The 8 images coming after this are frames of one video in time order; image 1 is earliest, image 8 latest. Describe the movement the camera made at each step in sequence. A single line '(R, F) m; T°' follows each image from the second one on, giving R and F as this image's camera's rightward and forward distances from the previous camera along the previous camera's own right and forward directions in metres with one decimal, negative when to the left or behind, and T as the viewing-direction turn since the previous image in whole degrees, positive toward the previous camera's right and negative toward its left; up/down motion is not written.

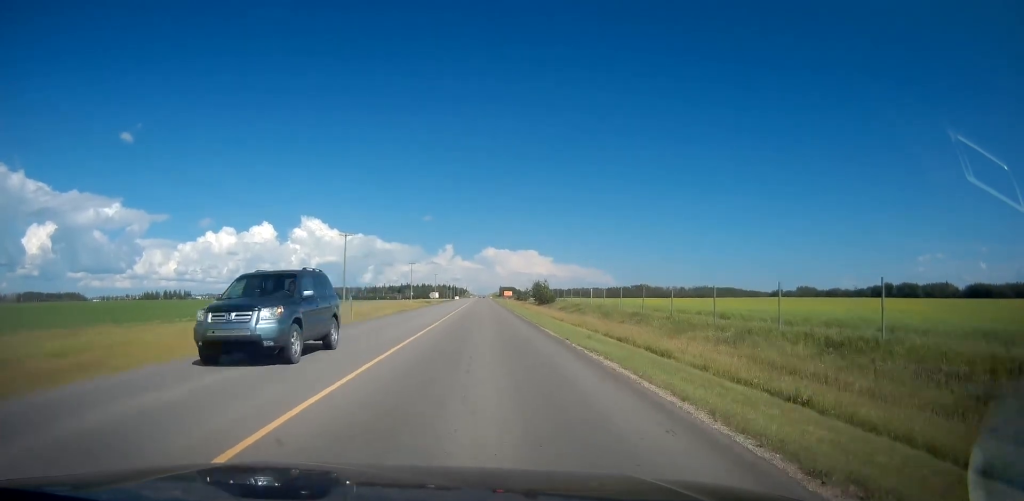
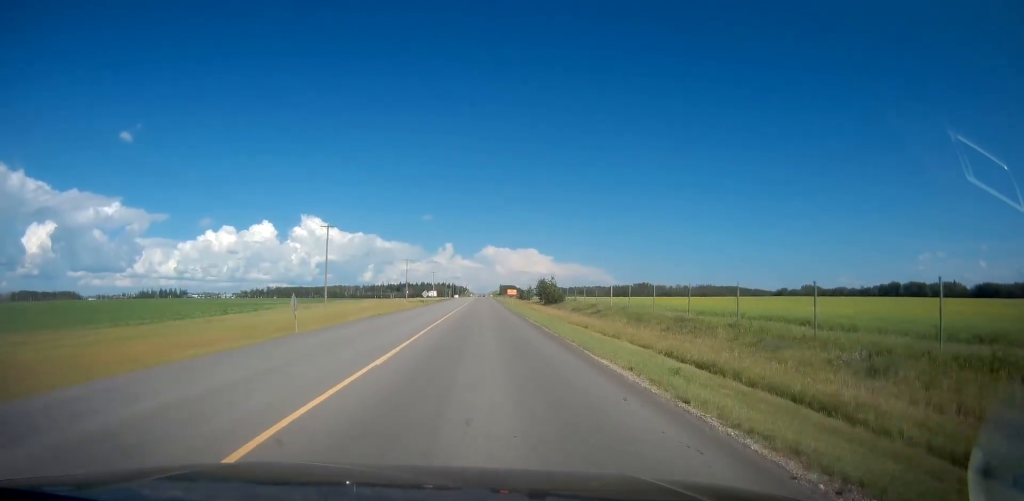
(0.0, +10.7) m; 0°
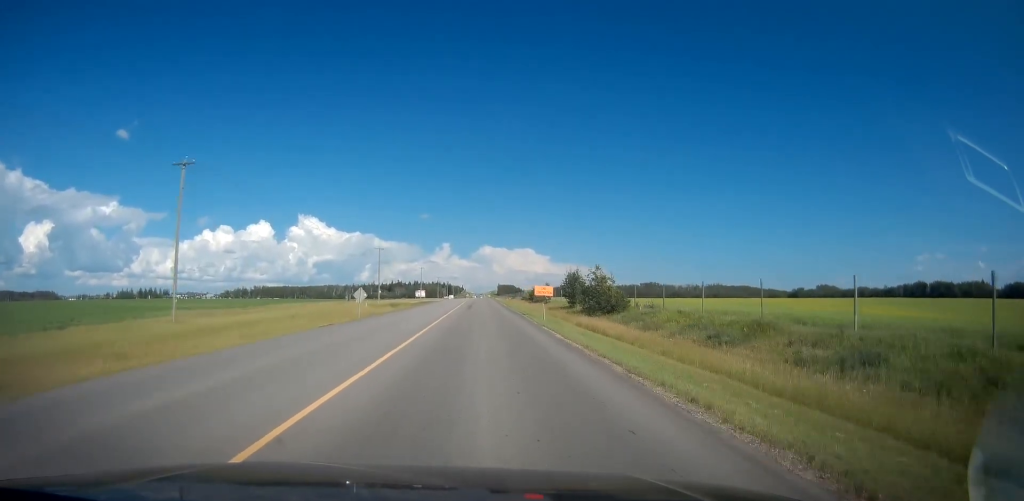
(0.0, +41.6) m; 0°
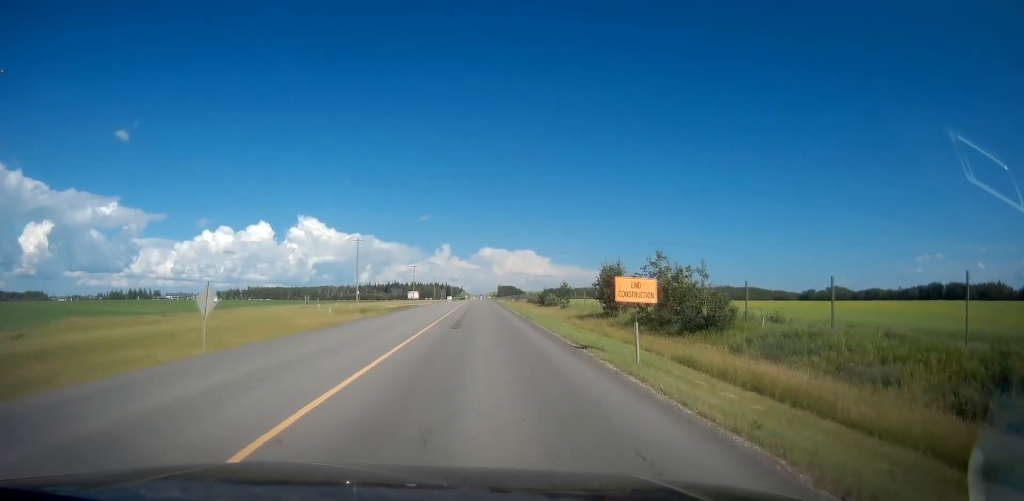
(0.0, +21.6) m; 0°
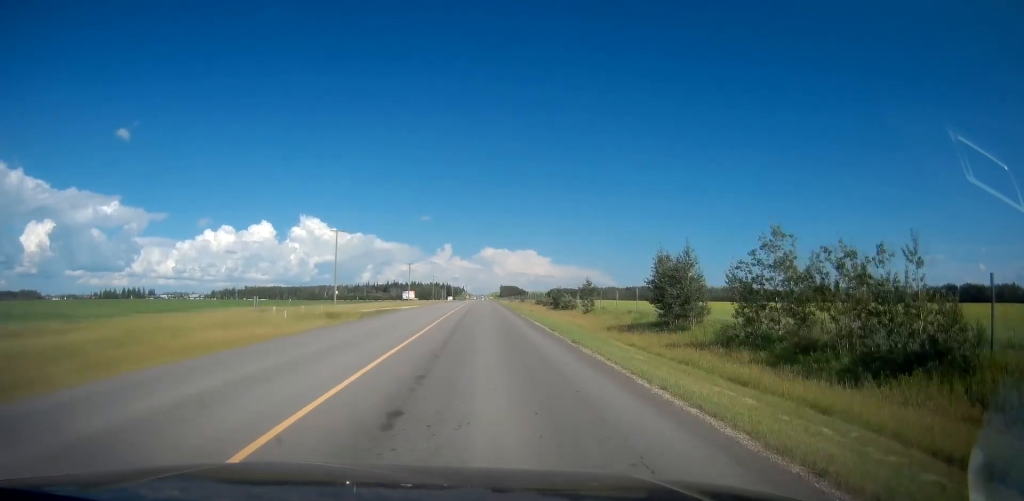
(0.0, +16.5) m; 0°
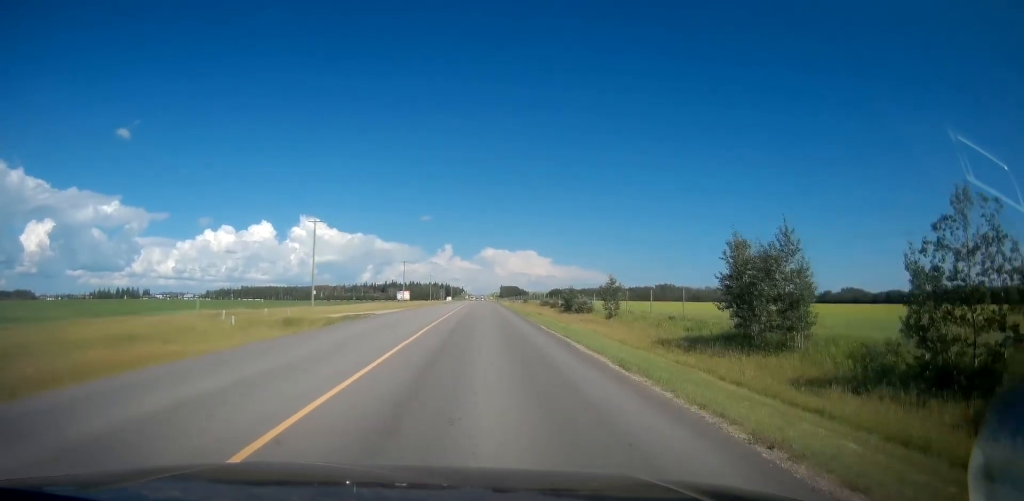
(0.0, +11.5) m; 0°
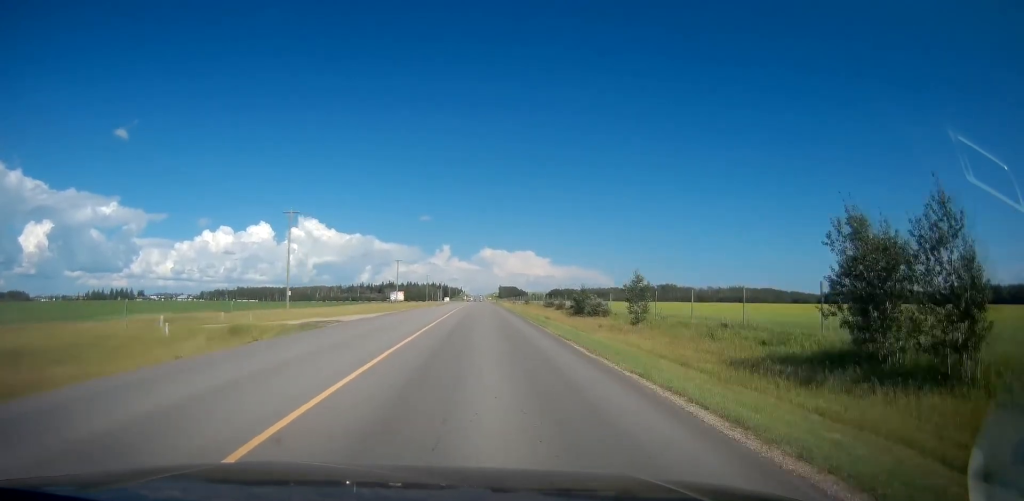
(0.0, +9.4) m; 0°
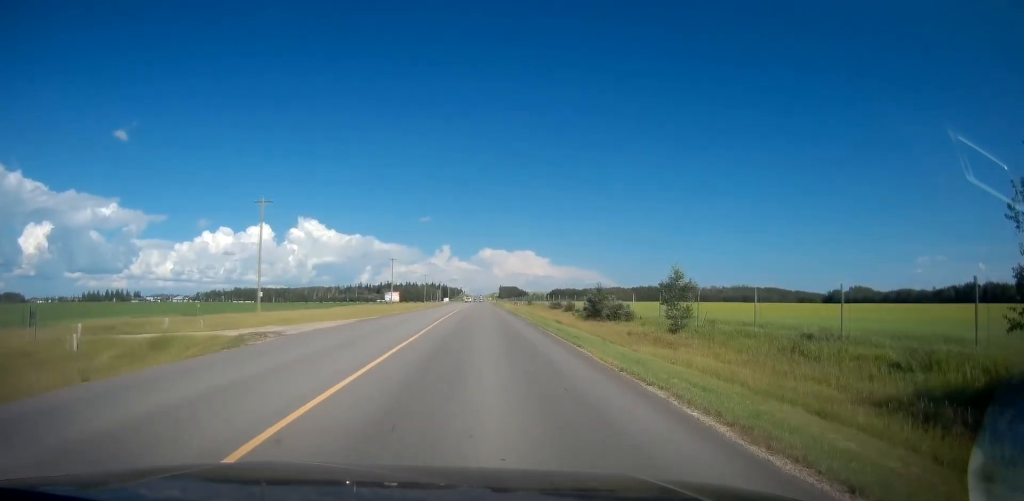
(0.0, +8.8) m; 0°
